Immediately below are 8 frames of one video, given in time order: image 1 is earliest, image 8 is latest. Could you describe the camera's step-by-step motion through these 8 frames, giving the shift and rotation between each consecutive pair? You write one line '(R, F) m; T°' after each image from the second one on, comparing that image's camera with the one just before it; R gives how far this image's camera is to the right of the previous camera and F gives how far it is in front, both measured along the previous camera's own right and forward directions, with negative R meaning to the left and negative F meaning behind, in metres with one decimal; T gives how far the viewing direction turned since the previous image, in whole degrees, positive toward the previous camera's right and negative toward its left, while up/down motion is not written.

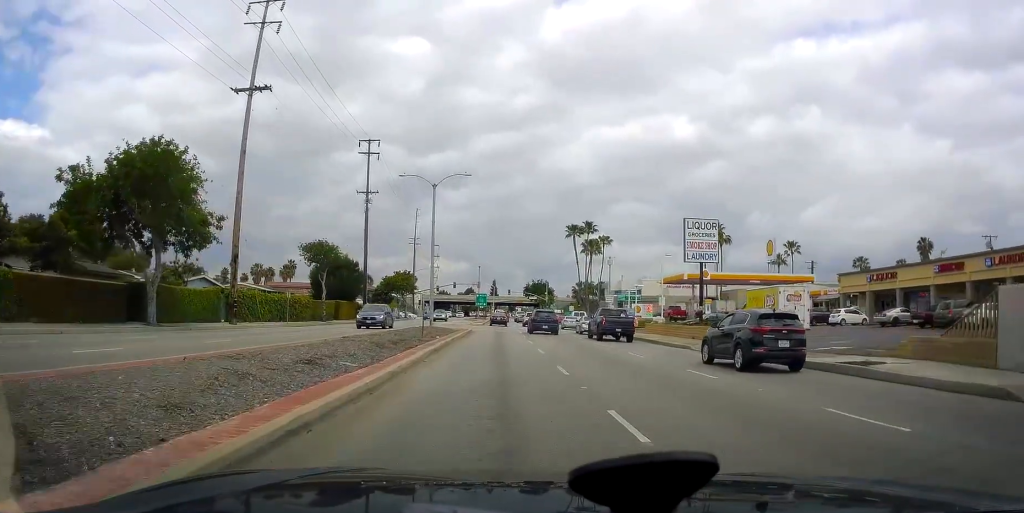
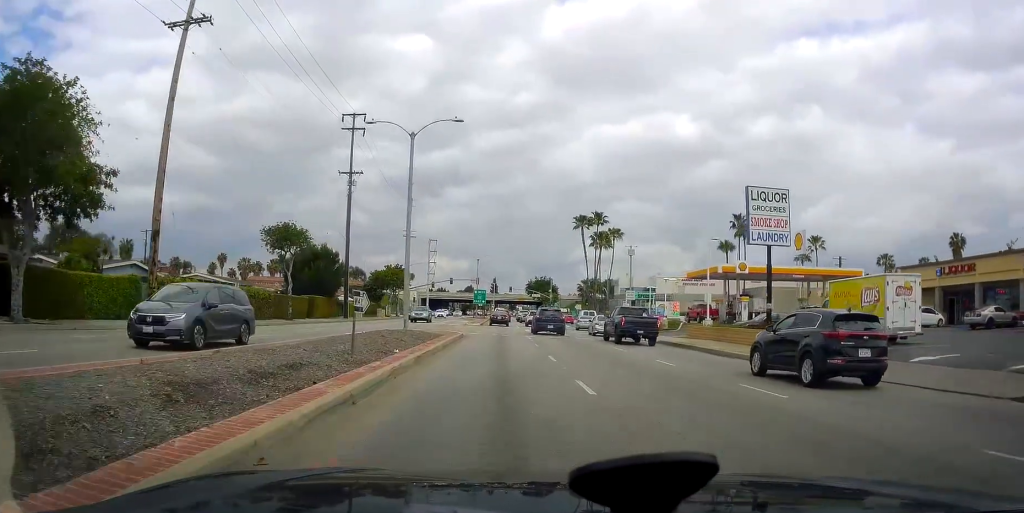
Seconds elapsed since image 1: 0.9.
(0.0, +10.5) m; -1°
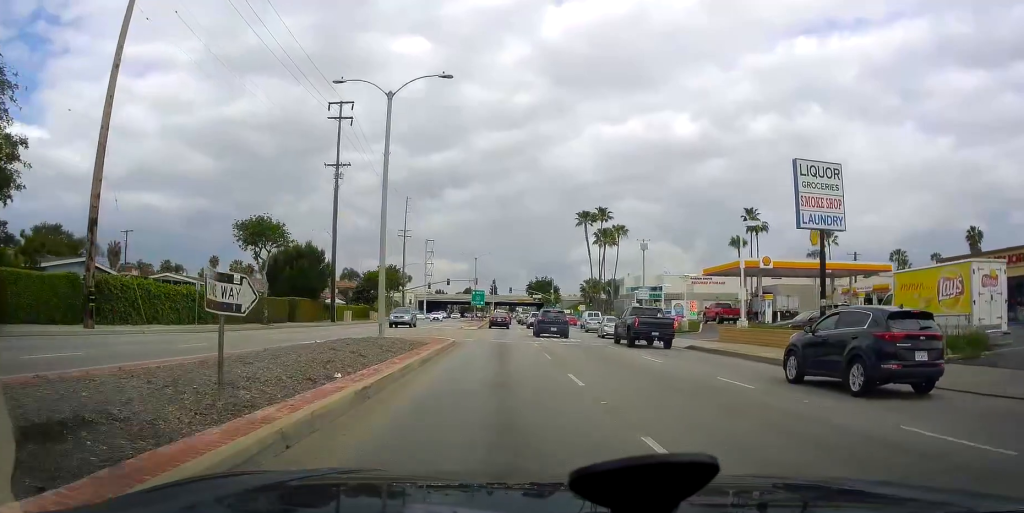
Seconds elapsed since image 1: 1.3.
(+0.1, +5.6) m; -1°
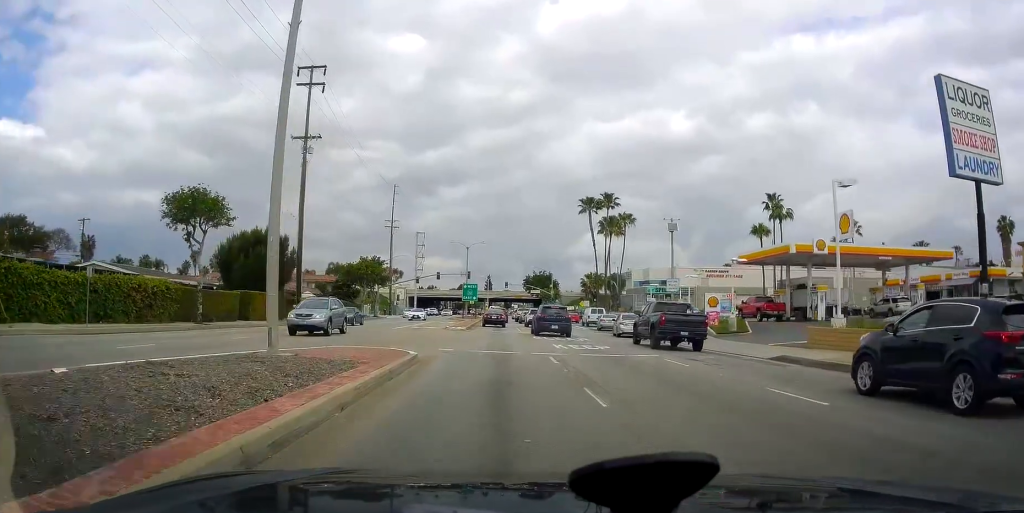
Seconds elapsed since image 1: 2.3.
(-0.4, +10.6) m; 0°
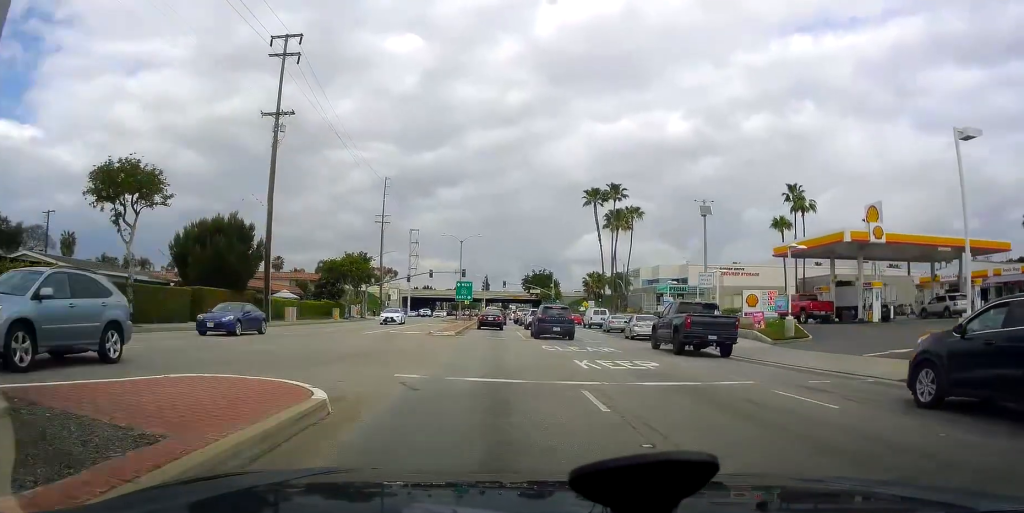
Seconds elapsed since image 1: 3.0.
(+0.2, +8.0) m; +1°
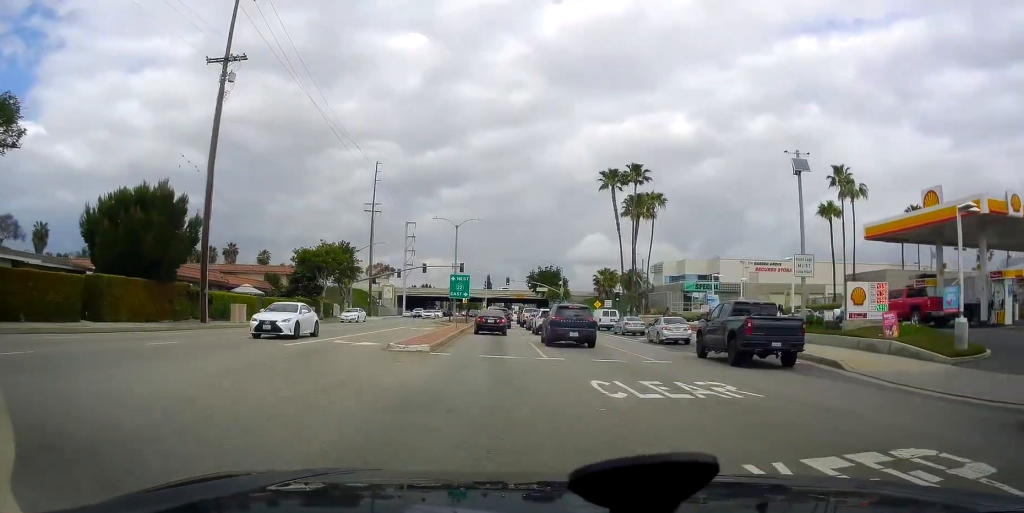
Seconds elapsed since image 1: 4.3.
(+0.2, +12.0) m; +1°
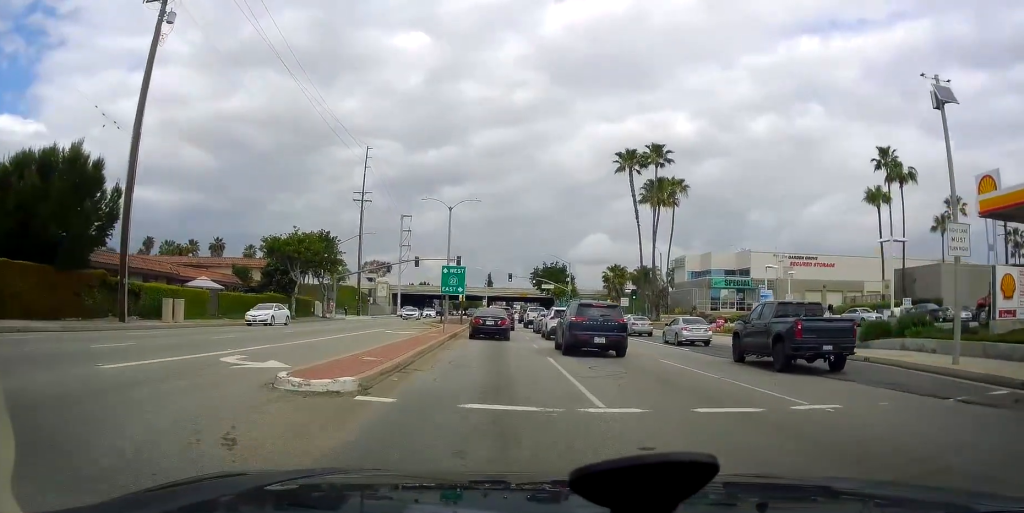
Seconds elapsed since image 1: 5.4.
(0.0, +9.9) m; 0°
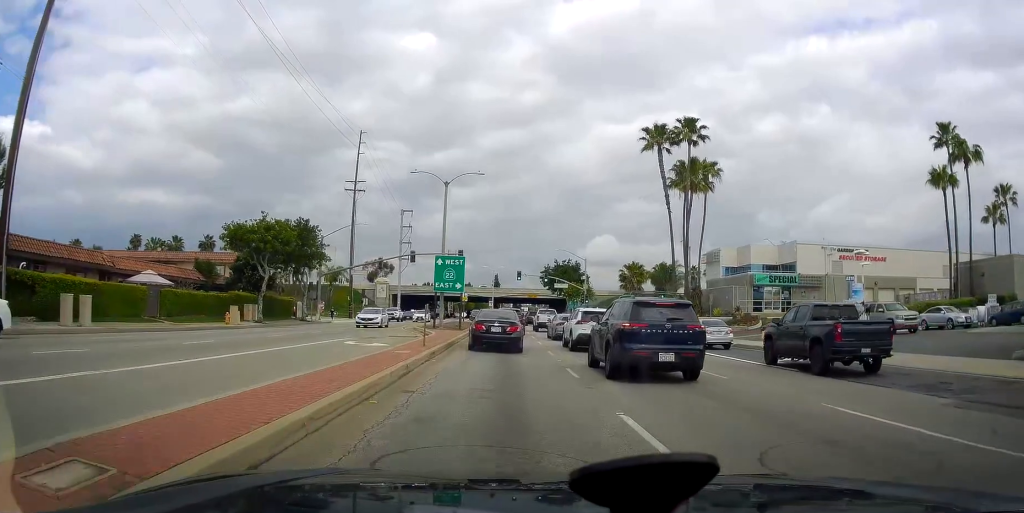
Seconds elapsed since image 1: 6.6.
(0.0, +10.5) m; 0°
